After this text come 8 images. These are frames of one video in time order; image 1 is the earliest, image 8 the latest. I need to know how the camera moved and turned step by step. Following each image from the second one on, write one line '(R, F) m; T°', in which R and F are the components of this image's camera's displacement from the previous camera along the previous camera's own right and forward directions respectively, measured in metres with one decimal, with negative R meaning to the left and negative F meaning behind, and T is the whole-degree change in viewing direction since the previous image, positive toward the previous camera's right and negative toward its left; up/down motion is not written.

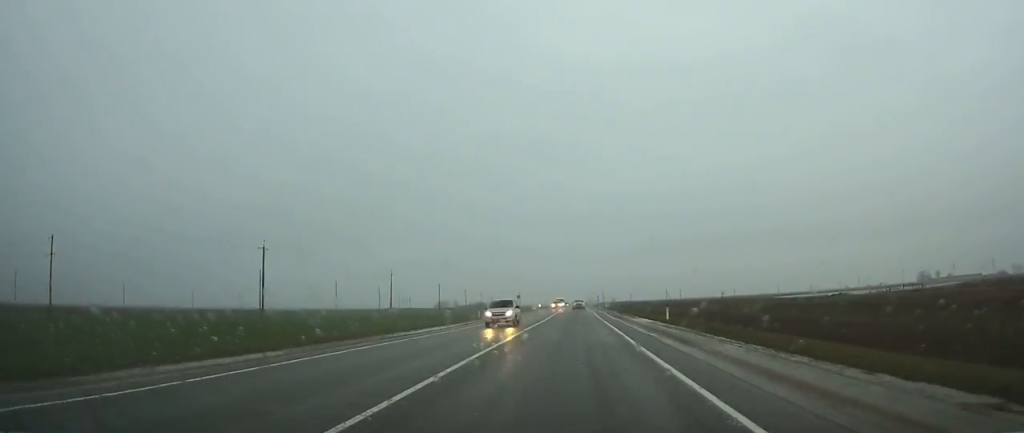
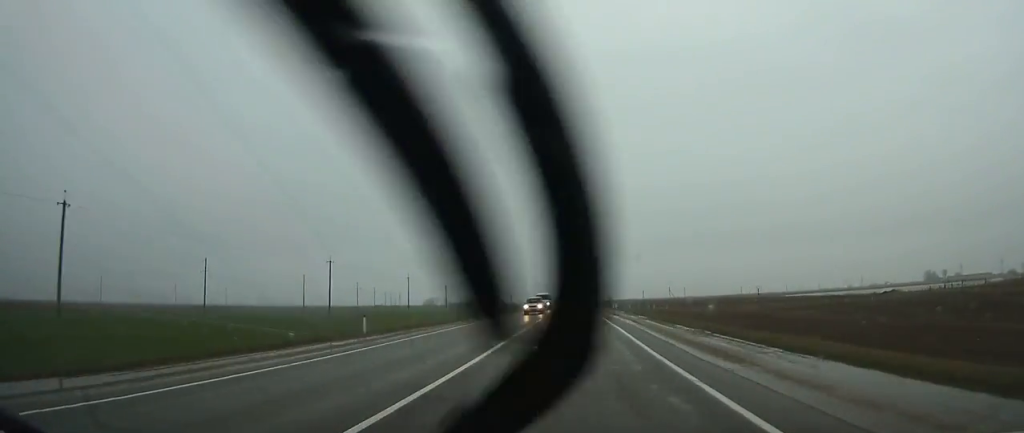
(+0.3, +29.9) m; +1°
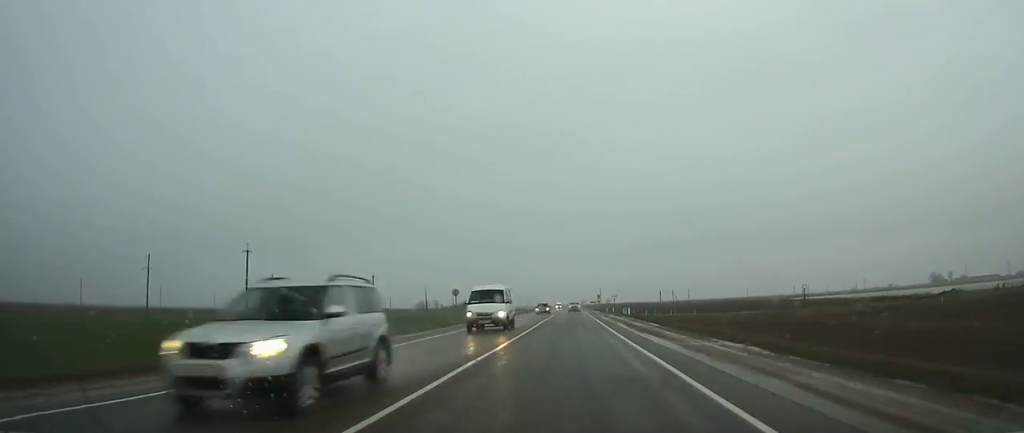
(+0.1, +24.2) m; 0°
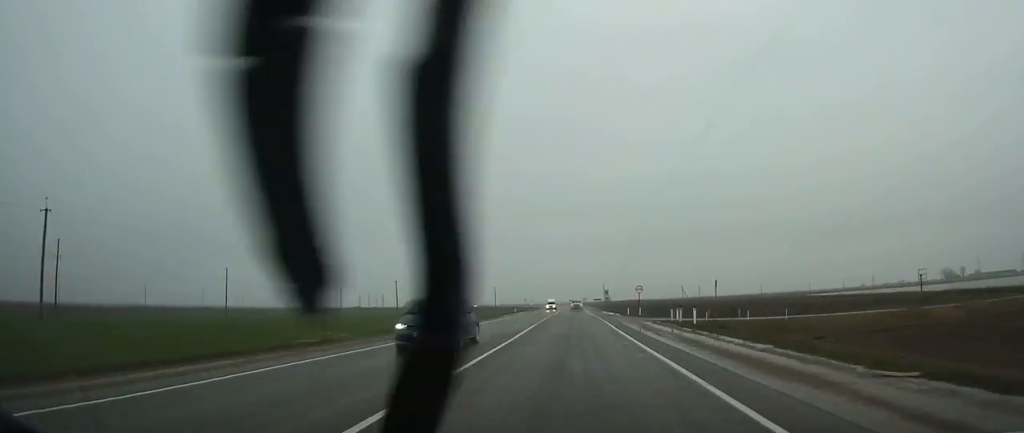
(0.0, +31.2) m; 0°
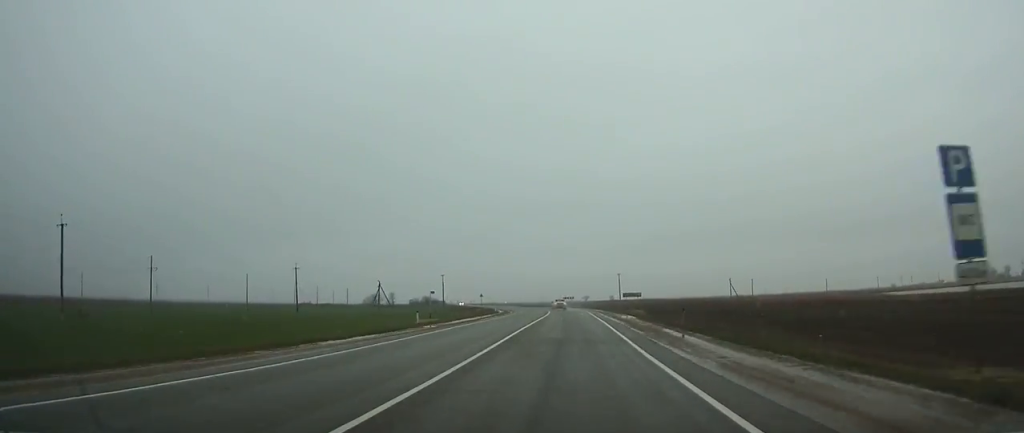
(0.0, +106.1) m; -1°
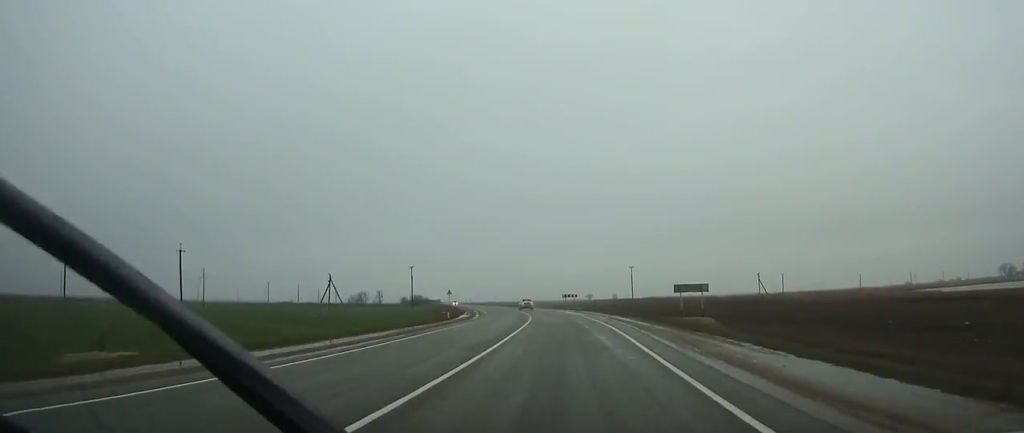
(-0.3, +34.0) m; -2°
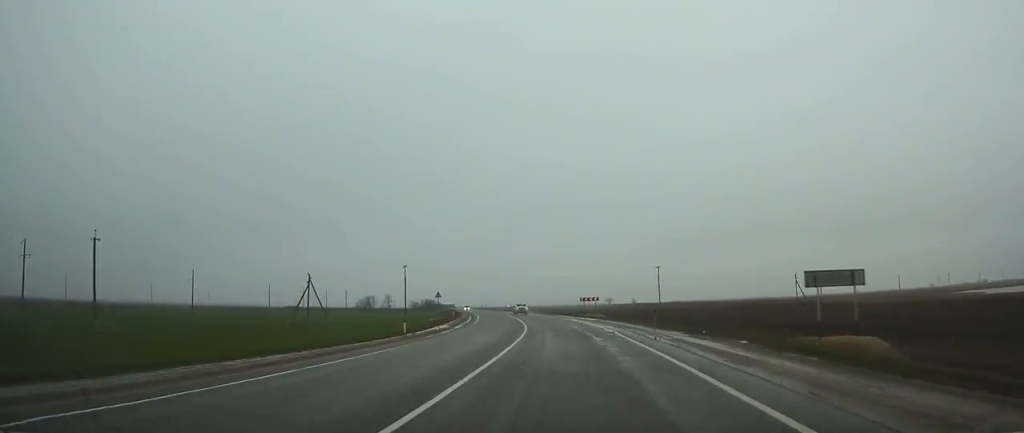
(0.0, +18.4) m; -2°
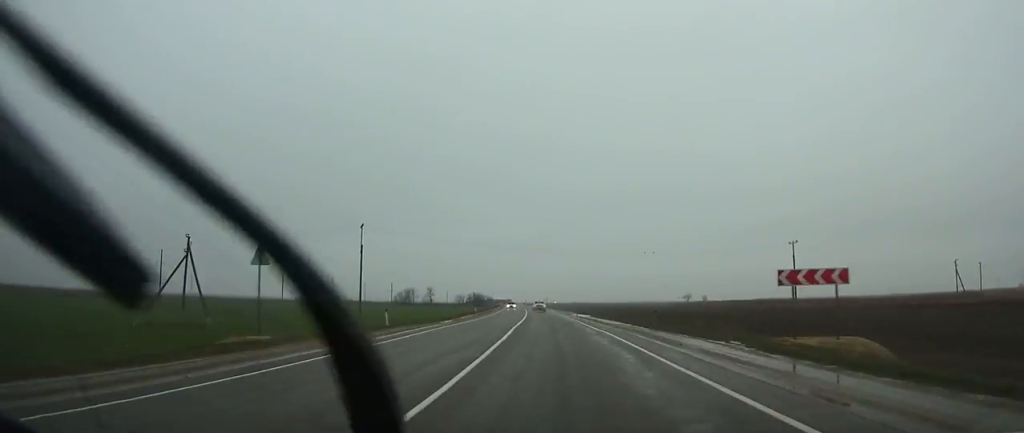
(-2.5, +52.8) m; -5°
